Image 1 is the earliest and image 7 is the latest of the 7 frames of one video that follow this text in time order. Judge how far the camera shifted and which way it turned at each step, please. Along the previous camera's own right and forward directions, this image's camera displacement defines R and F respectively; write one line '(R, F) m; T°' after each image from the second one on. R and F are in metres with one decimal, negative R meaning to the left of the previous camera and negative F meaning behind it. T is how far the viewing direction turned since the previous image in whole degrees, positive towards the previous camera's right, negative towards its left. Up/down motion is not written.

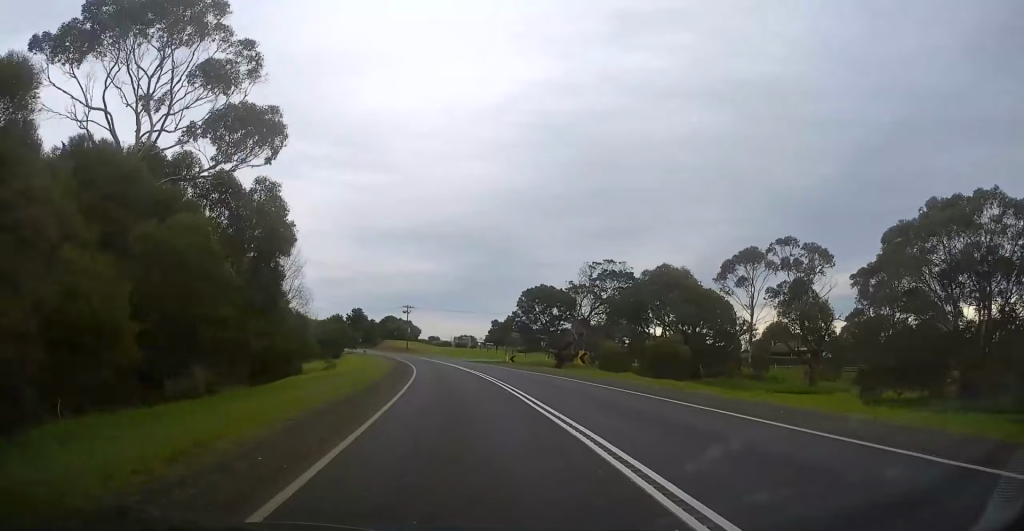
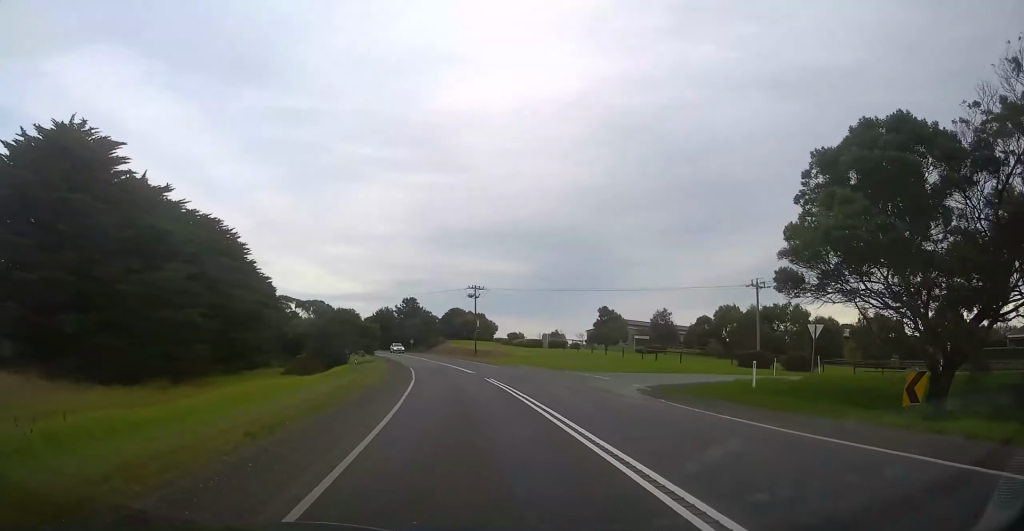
(-3.9, +49.8) m; -8°
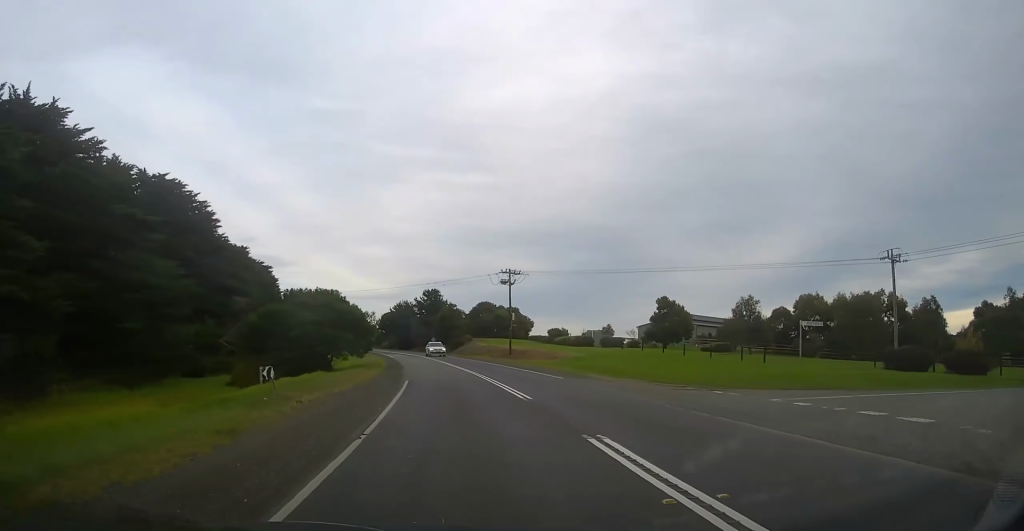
(-0.6, +19.2) m; -3°
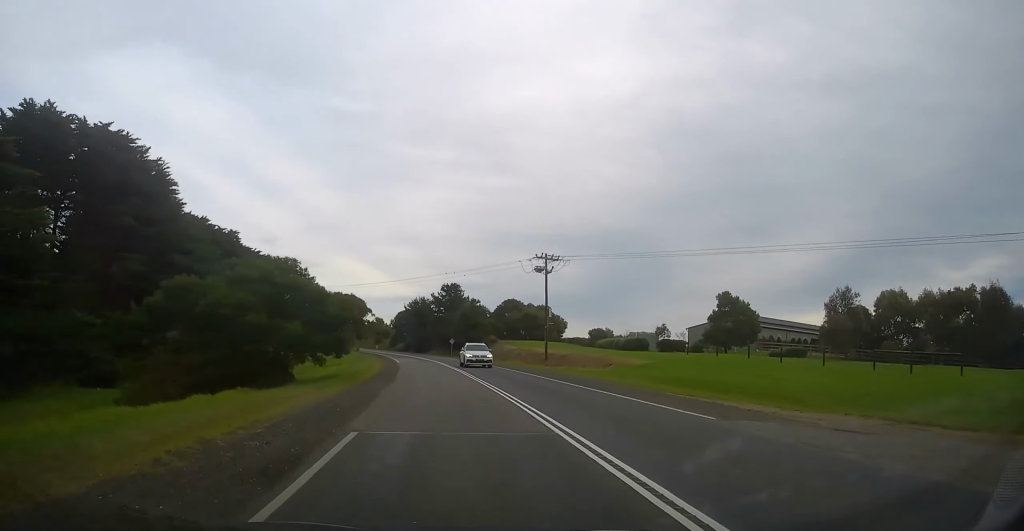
(-0.4, +14.5) m; -2°
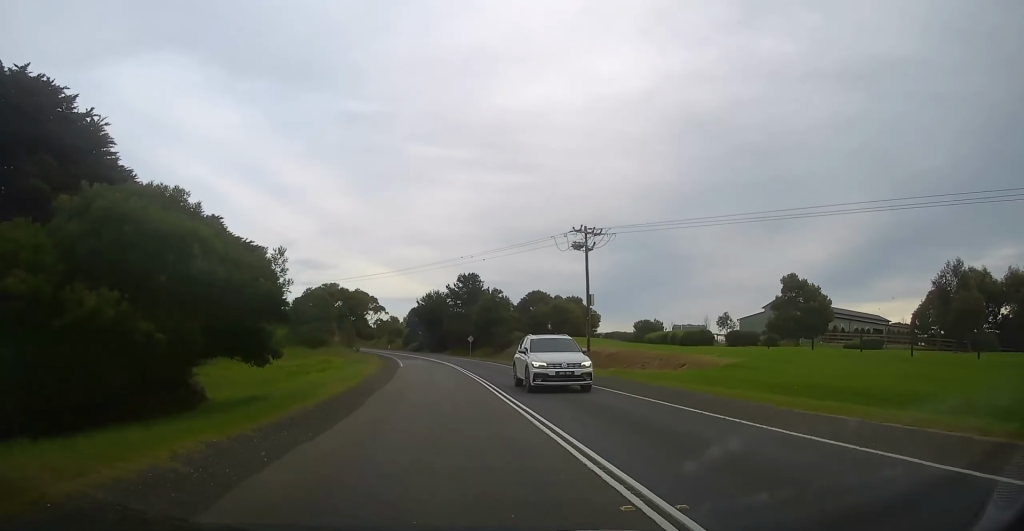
(-0.2, +12.9) m; -2°
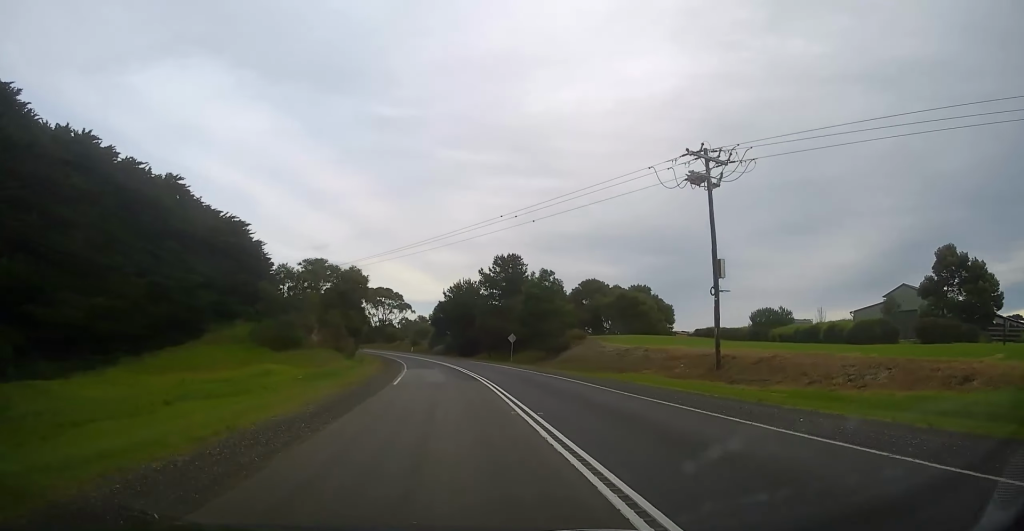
(-0.4, +19.9) m; -2°
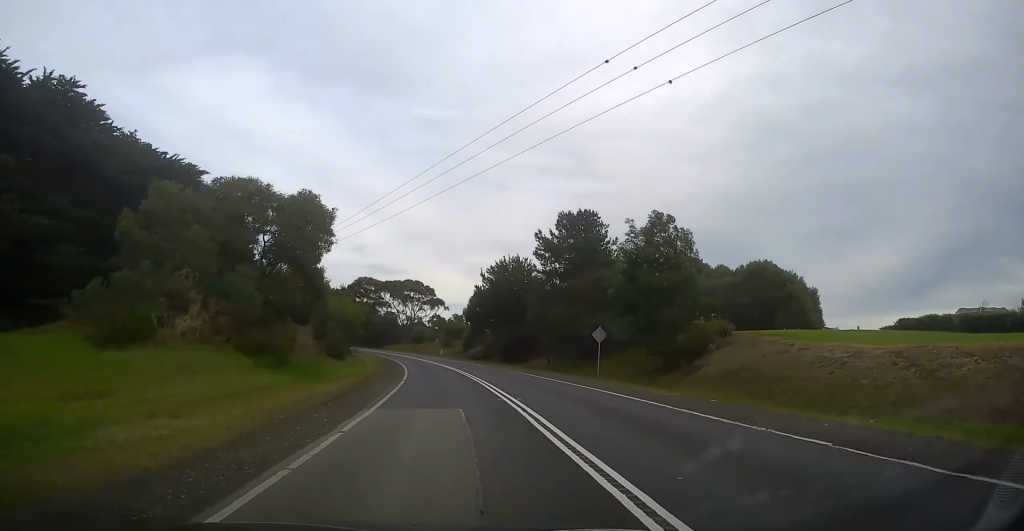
(-0.7, +24.3) m; -3°
